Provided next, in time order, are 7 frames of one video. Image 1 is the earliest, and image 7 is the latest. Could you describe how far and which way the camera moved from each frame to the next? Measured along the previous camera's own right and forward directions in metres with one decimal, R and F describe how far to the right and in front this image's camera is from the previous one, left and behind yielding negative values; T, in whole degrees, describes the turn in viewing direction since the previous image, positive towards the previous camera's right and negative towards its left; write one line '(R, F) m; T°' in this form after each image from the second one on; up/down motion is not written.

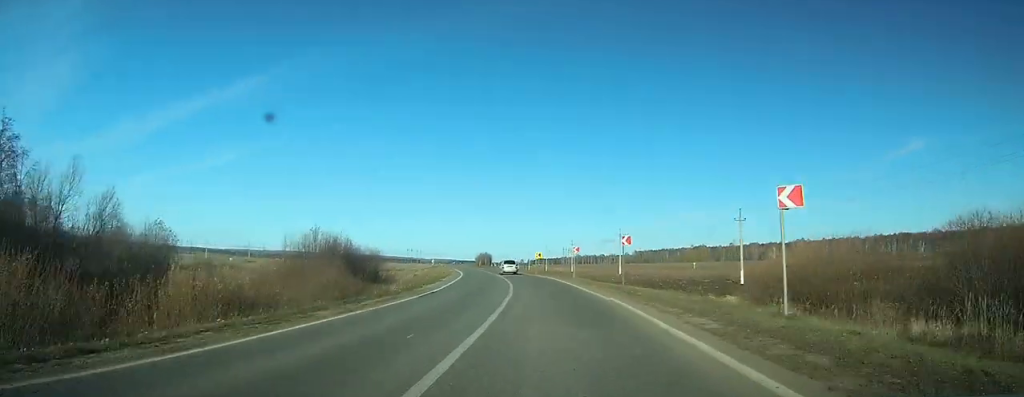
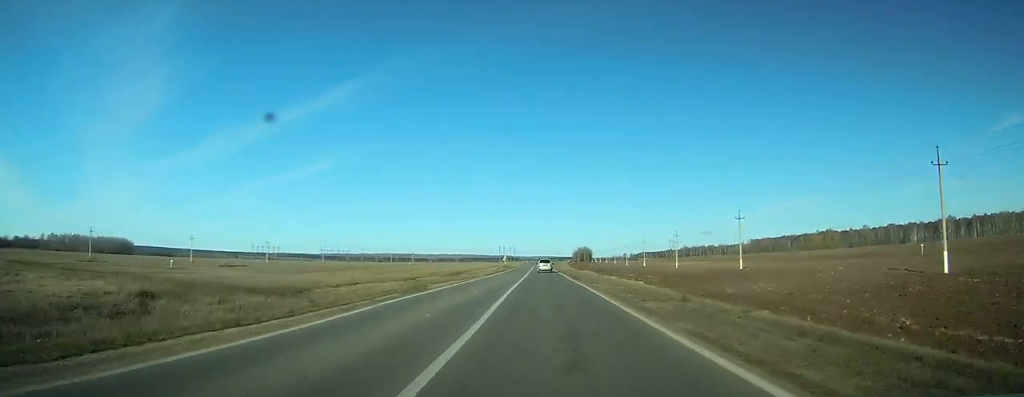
(-5.5, +80.0) m; -7°
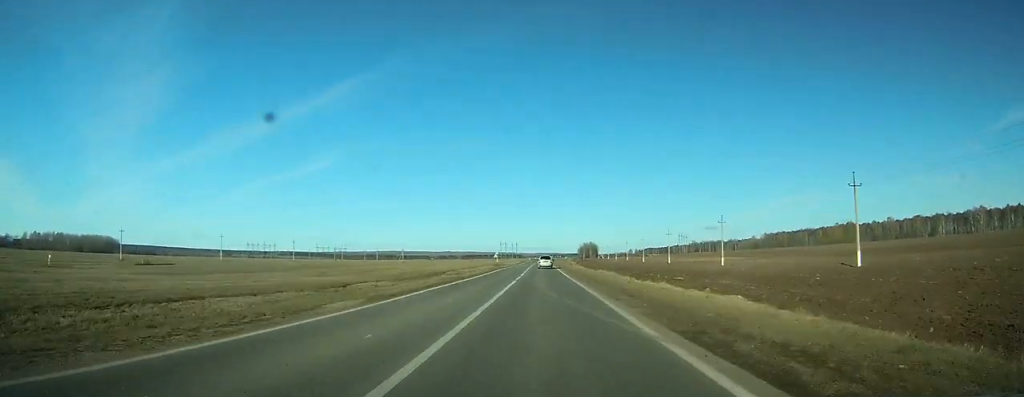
(-0.5, +34.2) m; -1°
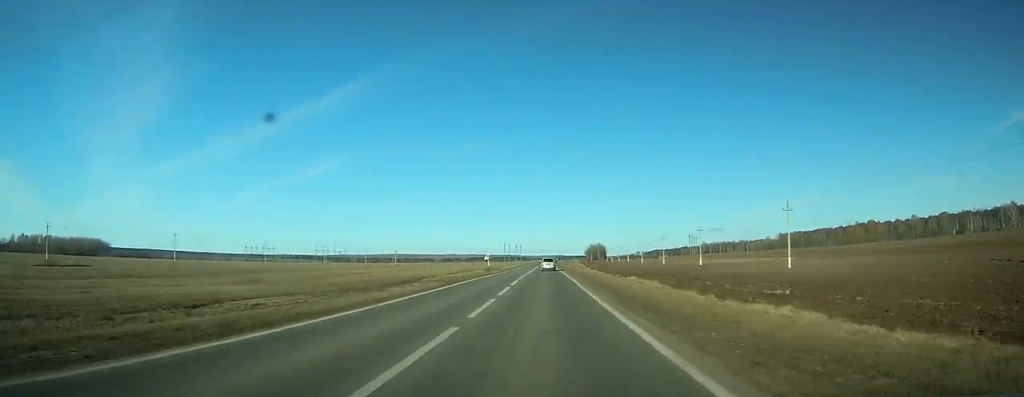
(-0.3, +27.7) m; -1°
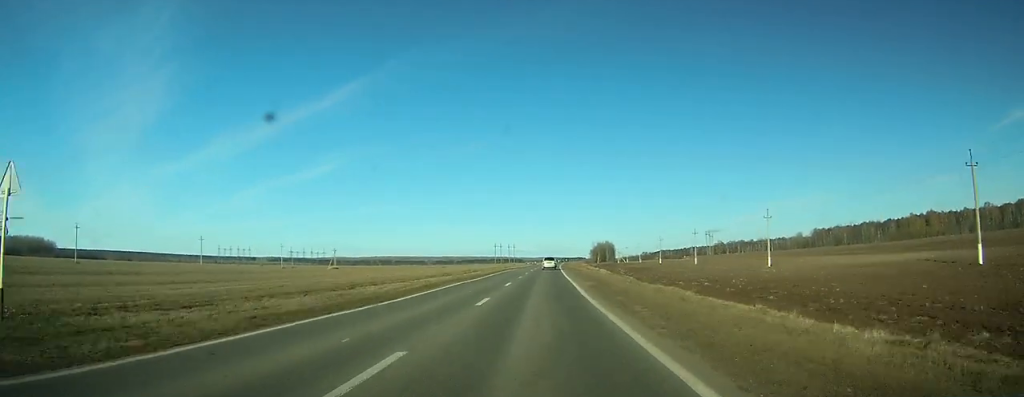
(-0.7, +90.5) m; 0°
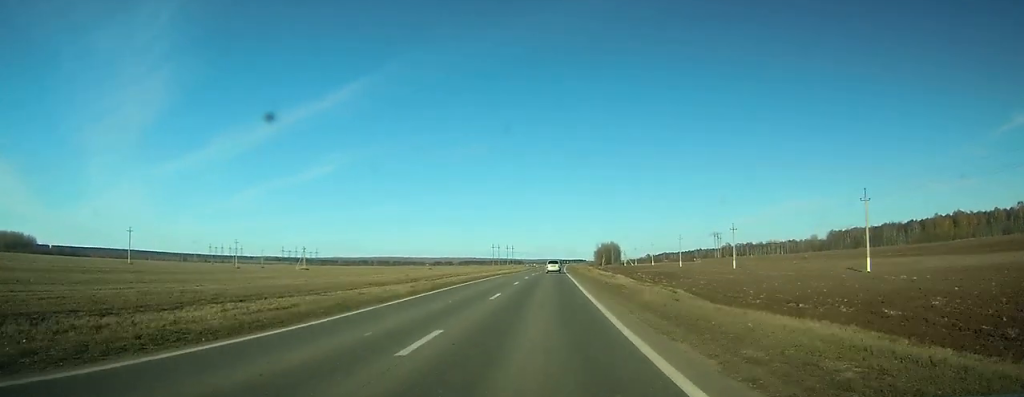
(+0.1, +32.2) m; 0°
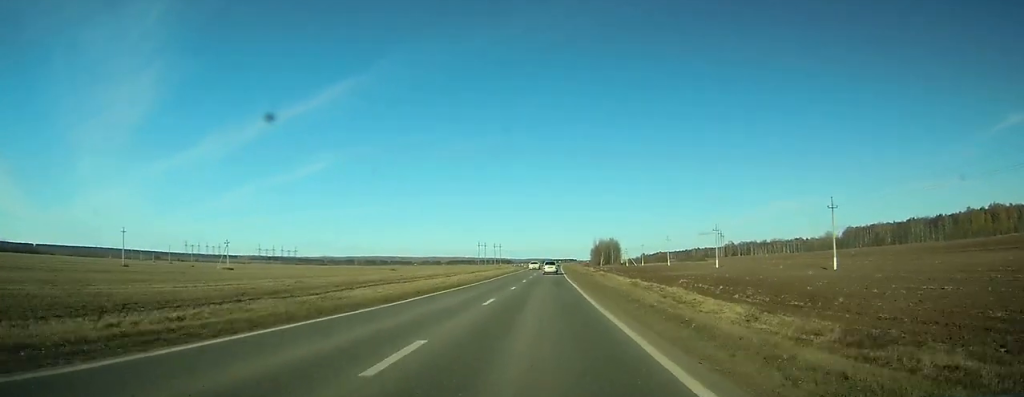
(+0.2, +49.9) m; 0°
